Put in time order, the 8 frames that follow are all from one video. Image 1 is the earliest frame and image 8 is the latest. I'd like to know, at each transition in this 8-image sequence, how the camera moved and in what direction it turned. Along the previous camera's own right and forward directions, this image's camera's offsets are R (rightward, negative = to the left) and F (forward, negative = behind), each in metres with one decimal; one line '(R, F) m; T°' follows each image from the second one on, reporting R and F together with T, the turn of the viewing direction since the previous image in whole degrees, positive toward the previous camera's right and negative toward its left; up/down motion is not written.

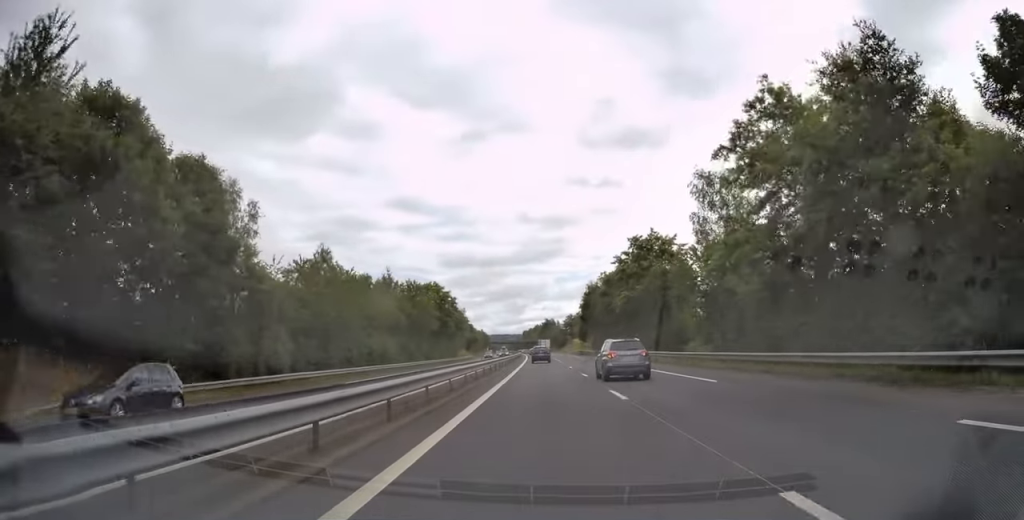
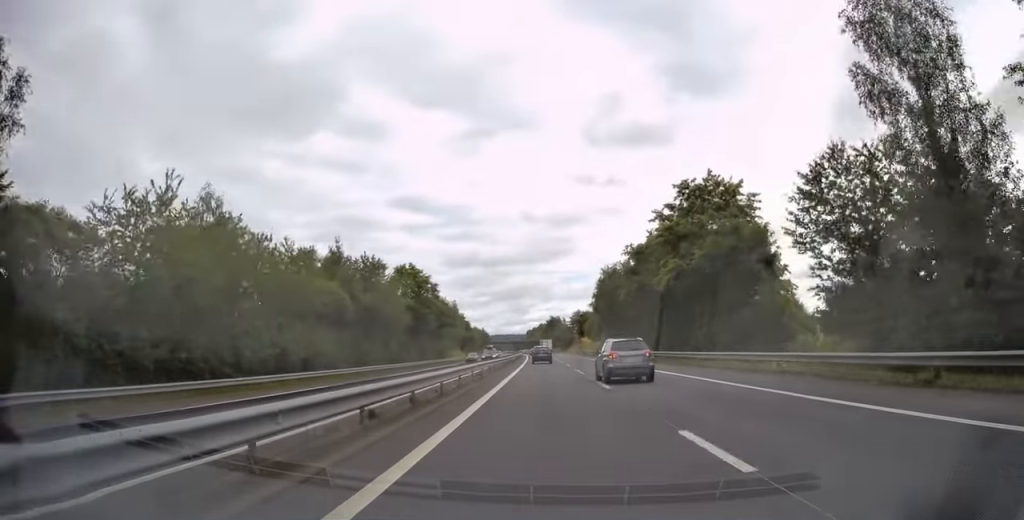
(+0.2, +22.0) m; 0°
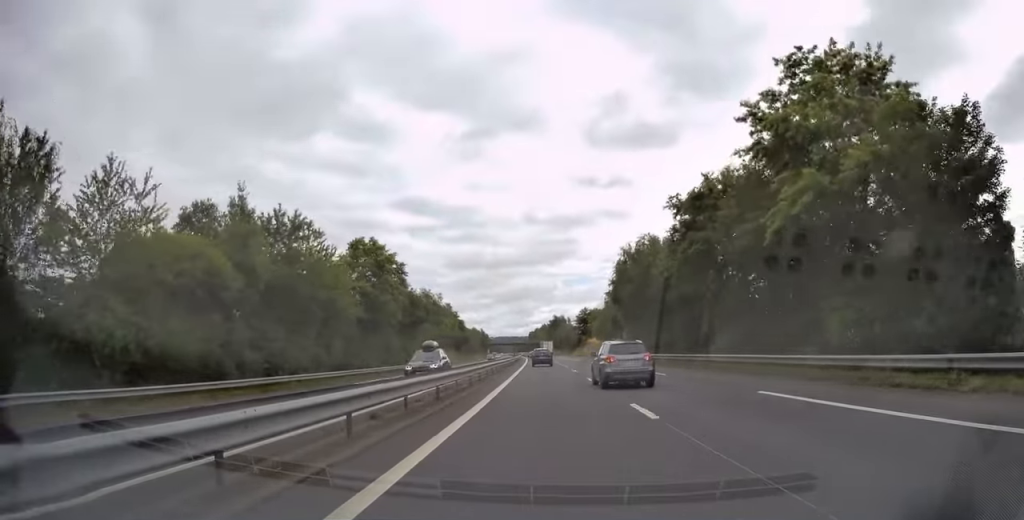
(-0.3, +20.8) m; -1°
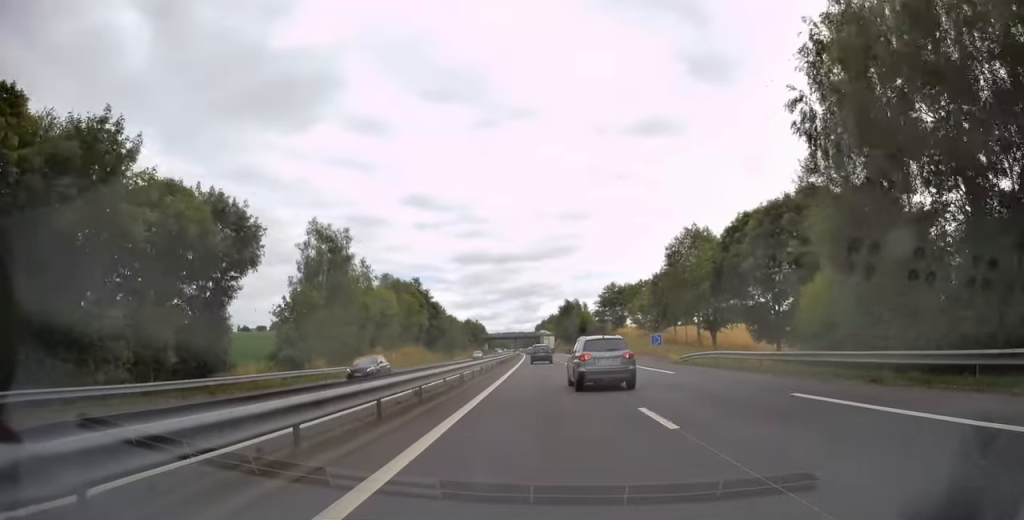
(-0.4, +54.8) m; 0°
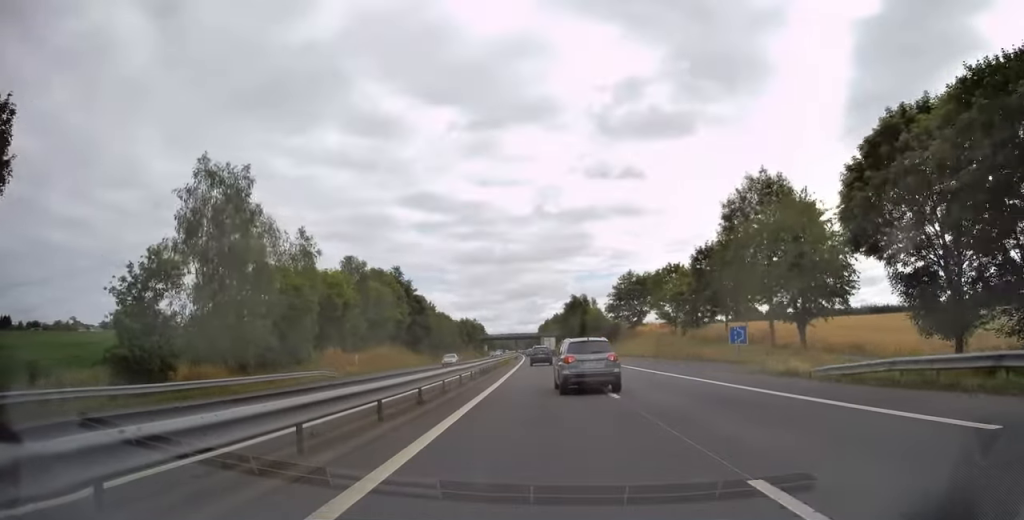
(0.0, +20.0) m; 0°
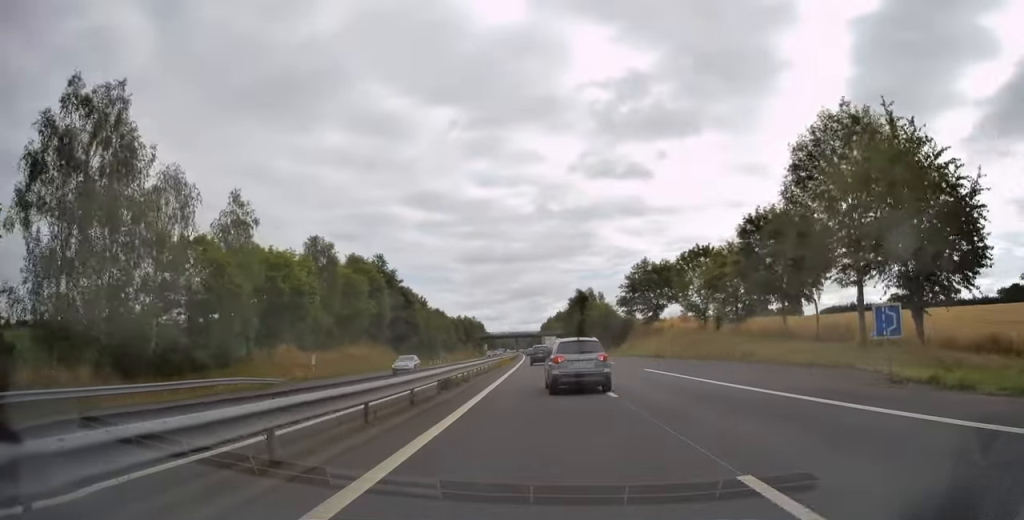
(0.0, +12.8) m; 0°
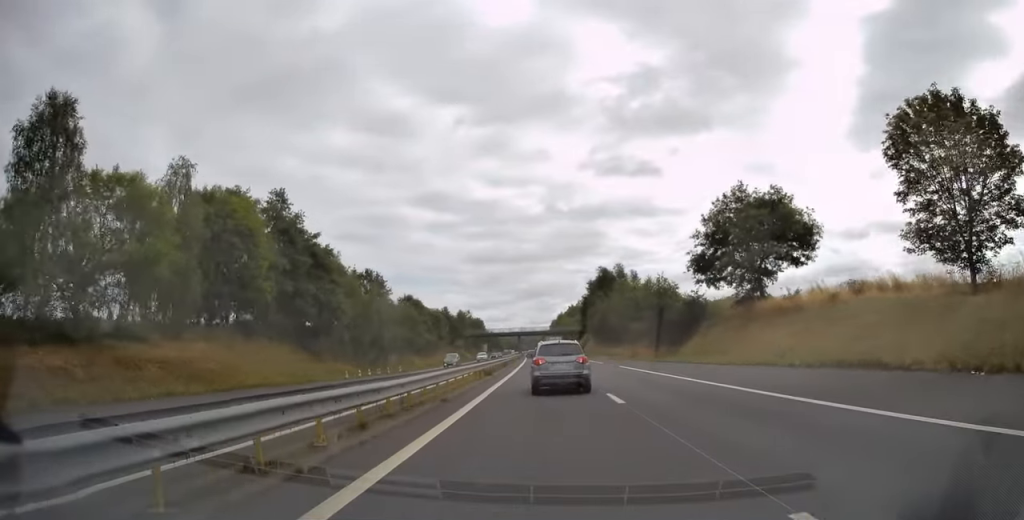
(-0.4, +40.6) m; -1°
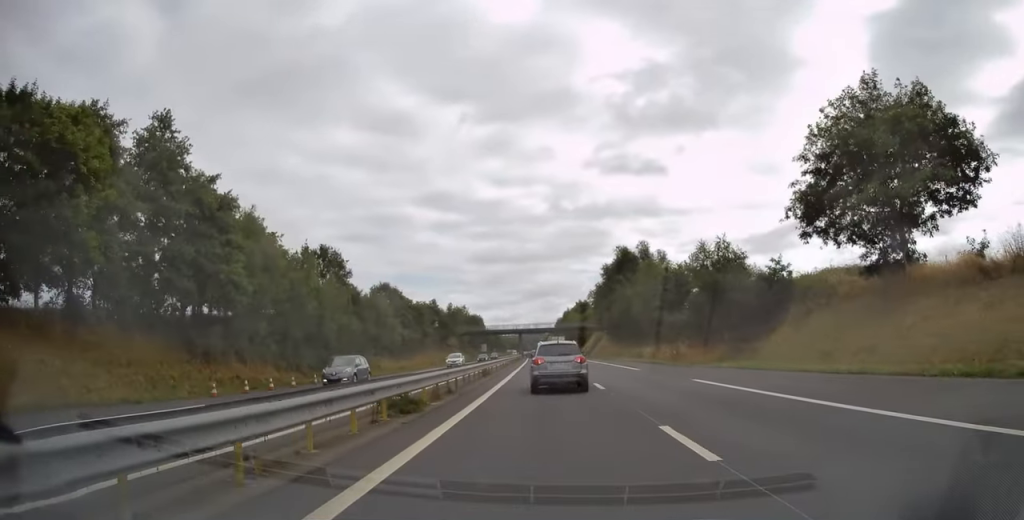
(-0.1, +20.5) m; 0°
